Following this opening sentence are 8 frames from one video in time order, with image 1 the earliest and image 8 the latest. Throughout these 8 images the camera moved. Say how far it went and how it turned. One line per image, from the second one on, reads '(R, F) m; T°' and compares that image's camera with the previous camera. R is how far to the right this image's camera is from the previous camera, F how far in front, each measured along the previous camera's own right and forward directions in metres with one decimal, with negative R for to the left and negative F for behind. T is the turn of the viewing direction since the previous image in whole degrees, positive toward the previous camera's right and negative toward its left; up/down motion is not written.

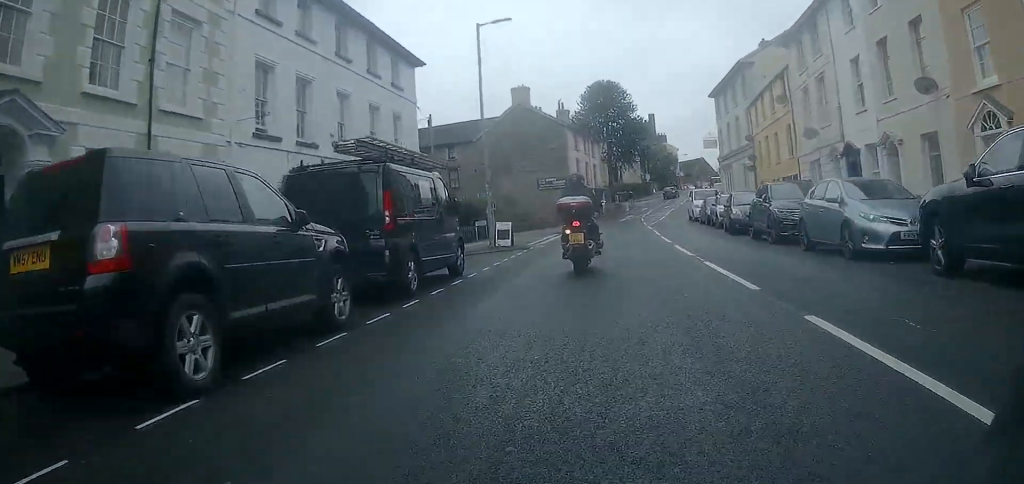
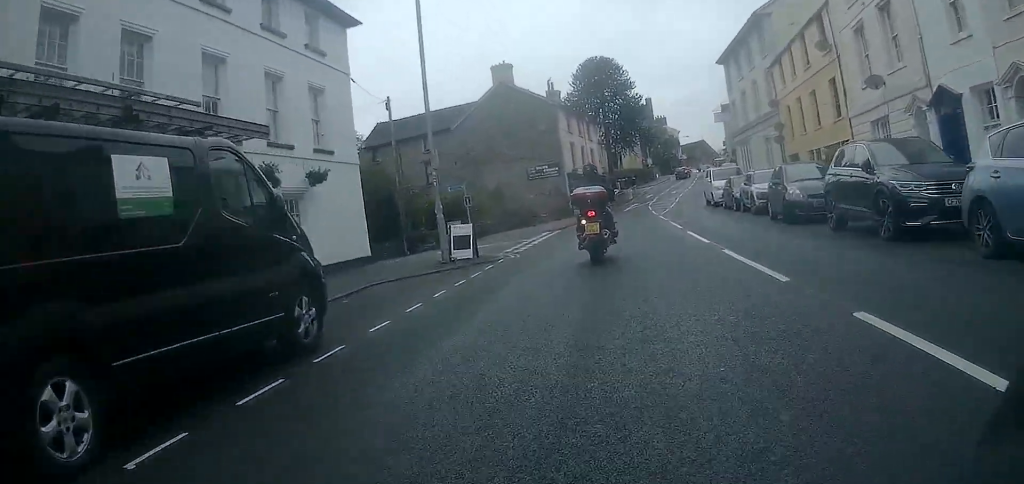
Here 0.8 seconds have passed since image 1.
(-0.1, +7.1) m; -3°
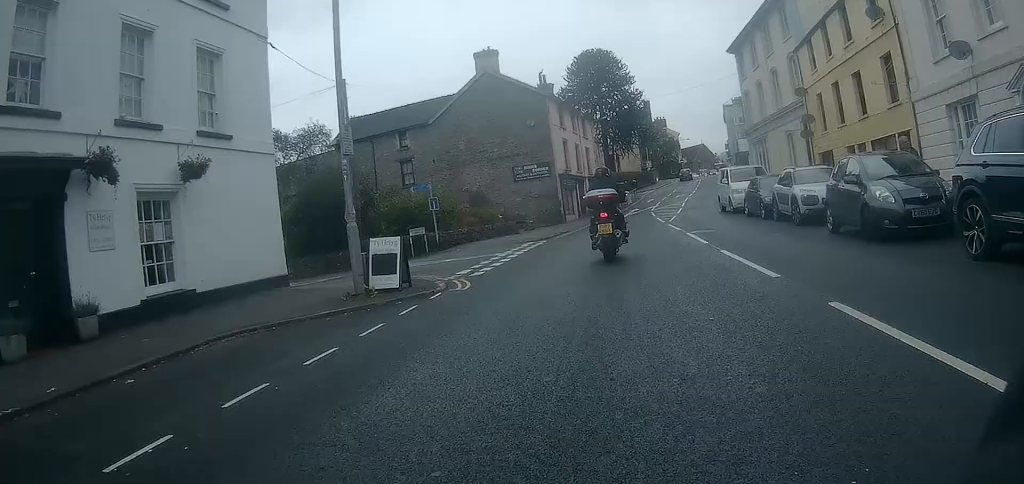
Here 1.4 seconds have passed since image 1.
(-0.2, +5.8) m; -2°
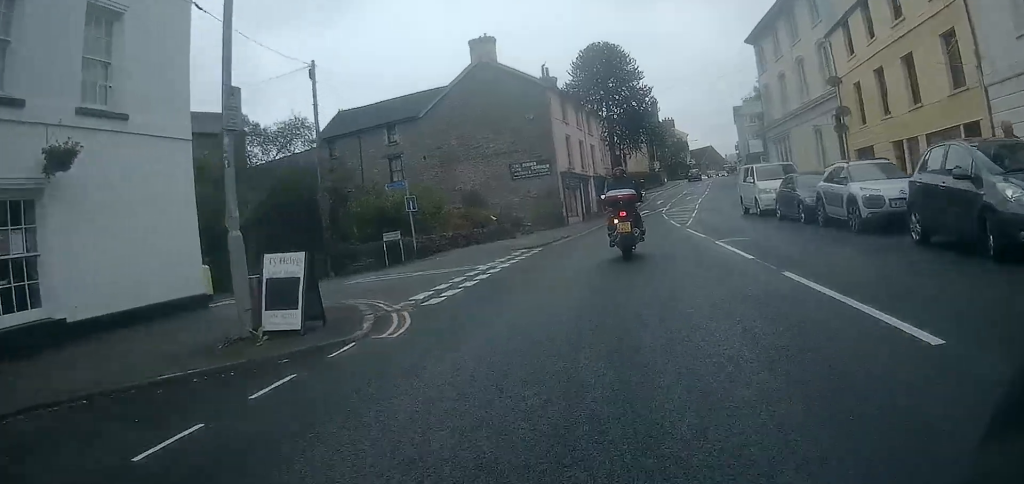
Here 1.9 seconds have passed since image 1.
(0.0, +4.0) m; -1°
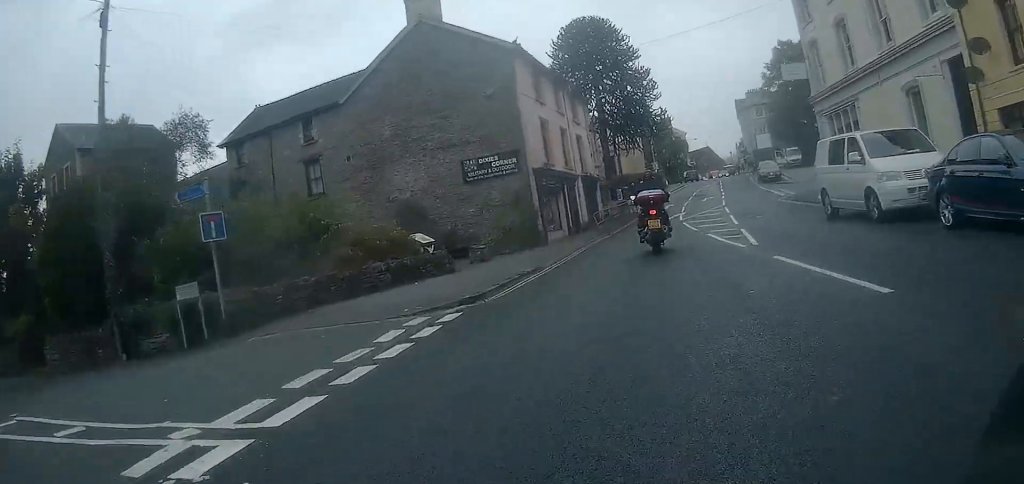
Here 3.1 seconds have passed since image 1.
(-0.3, +11.6) m; 0°
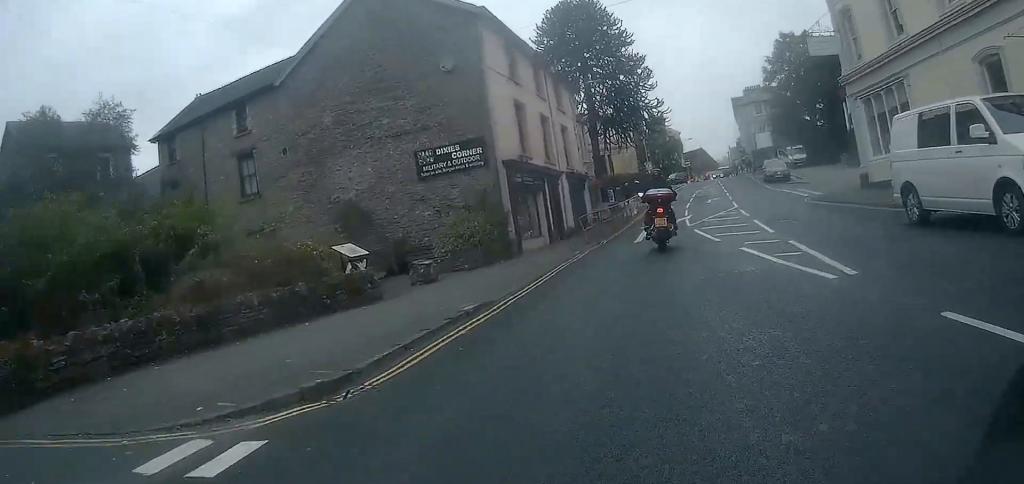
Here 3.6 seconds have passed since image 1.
(-0.2, +5.3) m; +2°
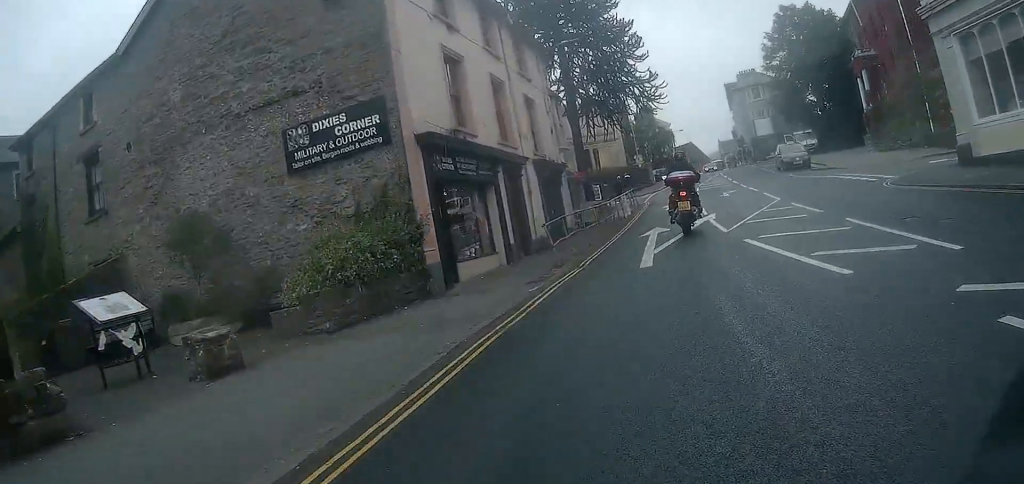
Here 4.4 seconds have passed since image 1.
(+0.7, +8.0) m; +5°
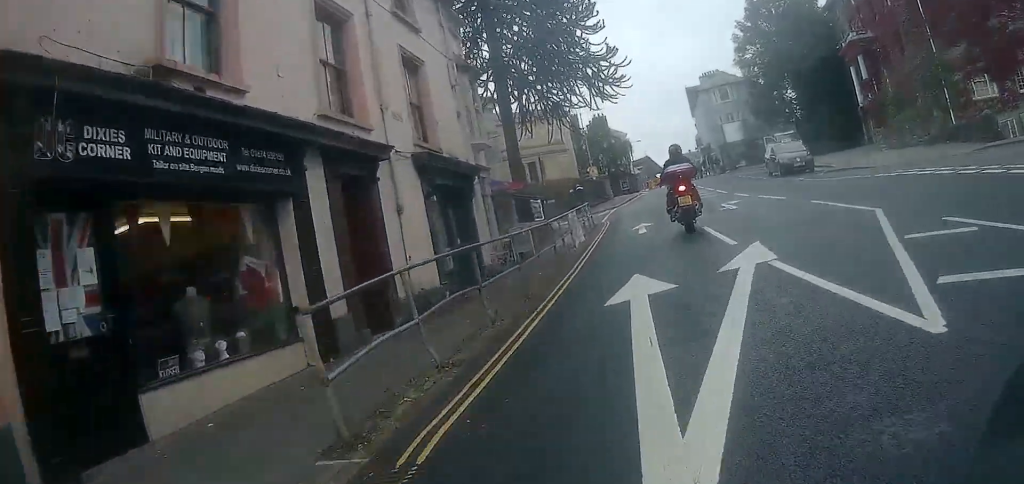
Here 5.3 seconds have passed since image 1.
(+0.2, +8.9) m; +2°
